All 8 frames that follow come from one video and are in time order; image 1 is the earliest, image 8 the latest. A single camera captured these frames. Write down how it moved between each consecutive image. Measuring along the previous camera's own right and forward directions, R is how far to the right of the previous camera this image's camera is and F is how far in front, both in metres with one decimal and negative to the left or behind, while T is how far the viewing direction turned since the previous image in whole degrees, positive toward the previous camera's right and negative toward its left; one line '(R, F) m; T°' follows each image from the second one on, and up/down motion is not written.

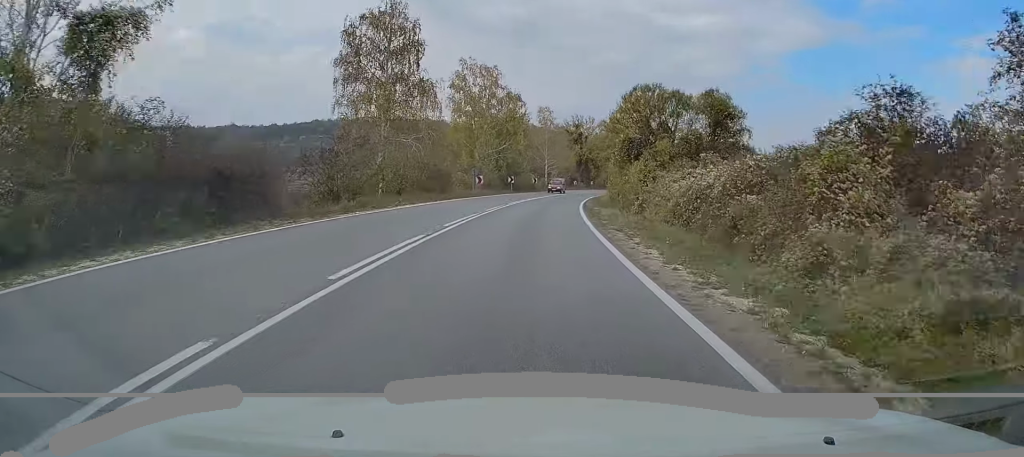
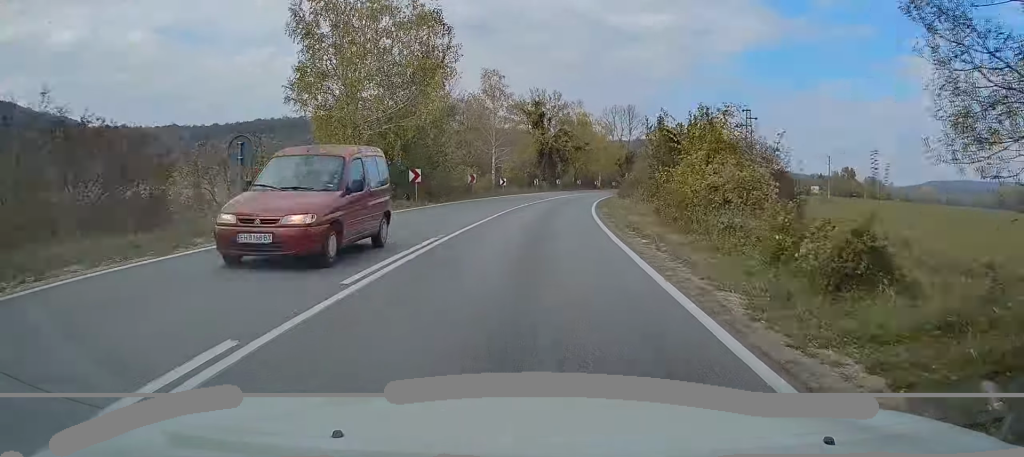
(+1.8, +35.9) m; +5°
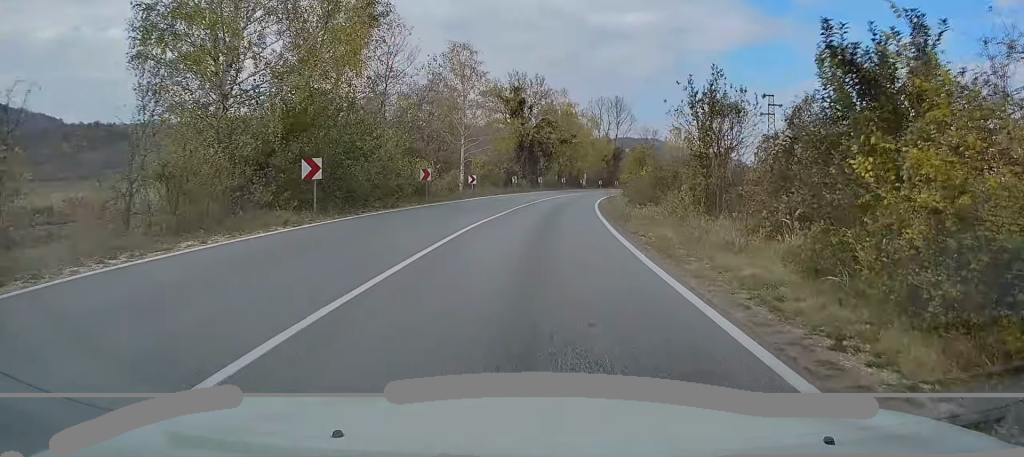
(+0.1, +13.1) m; +2°
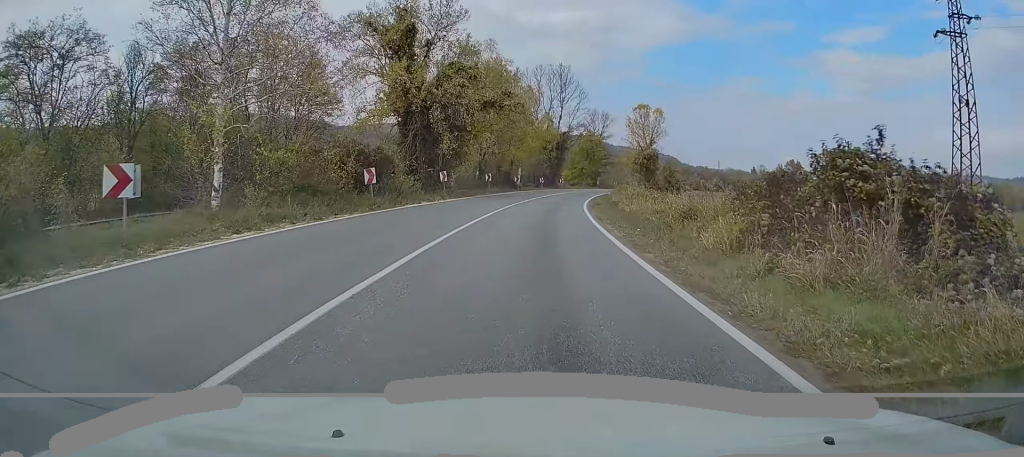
(+2.1, +37.5) m; +6°
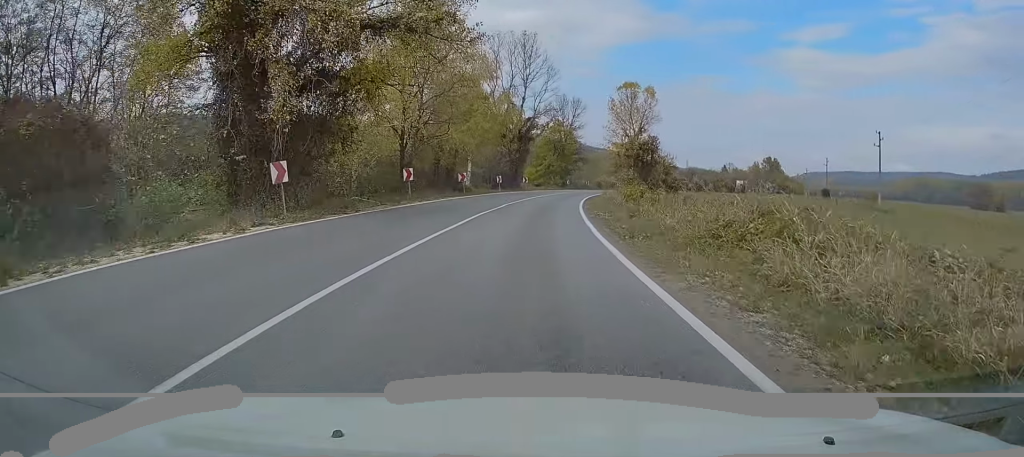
(+0.6, +22.9) m; +3°
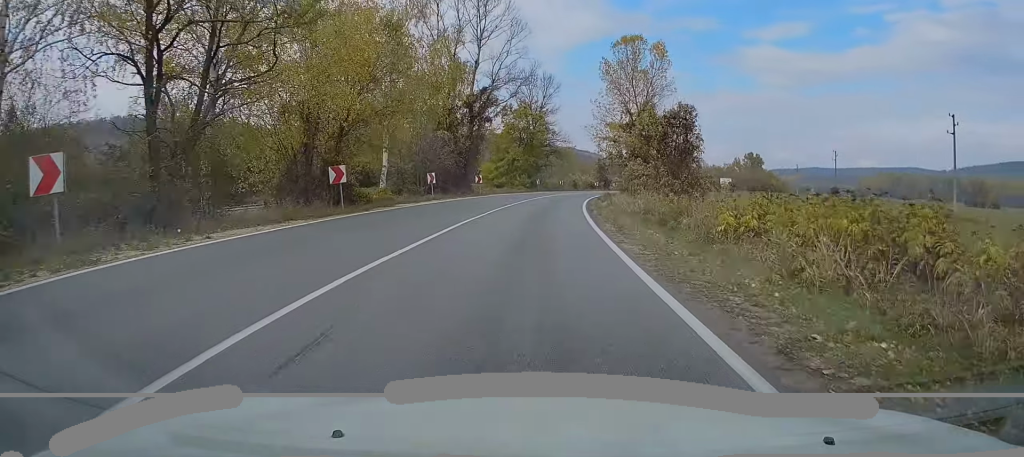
(+0.7, +25.1) m; +3°
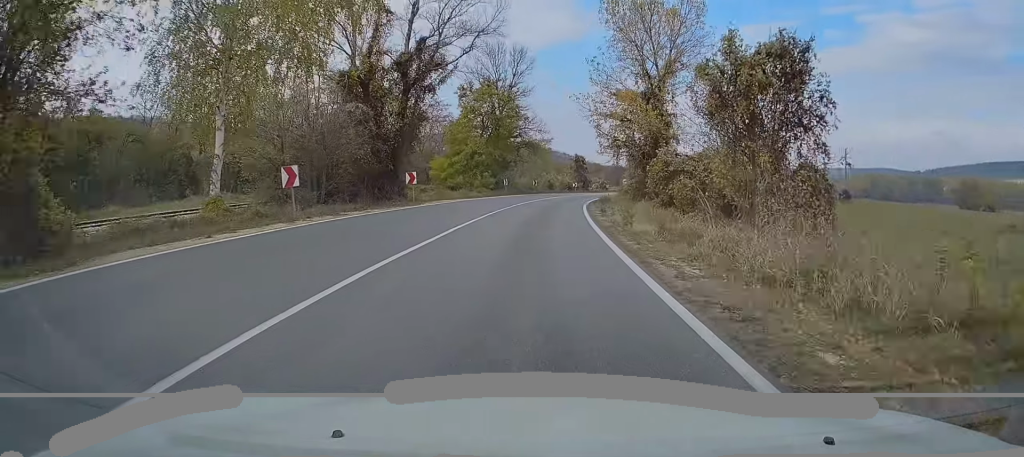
(+0.4, +19.2) m; +3°
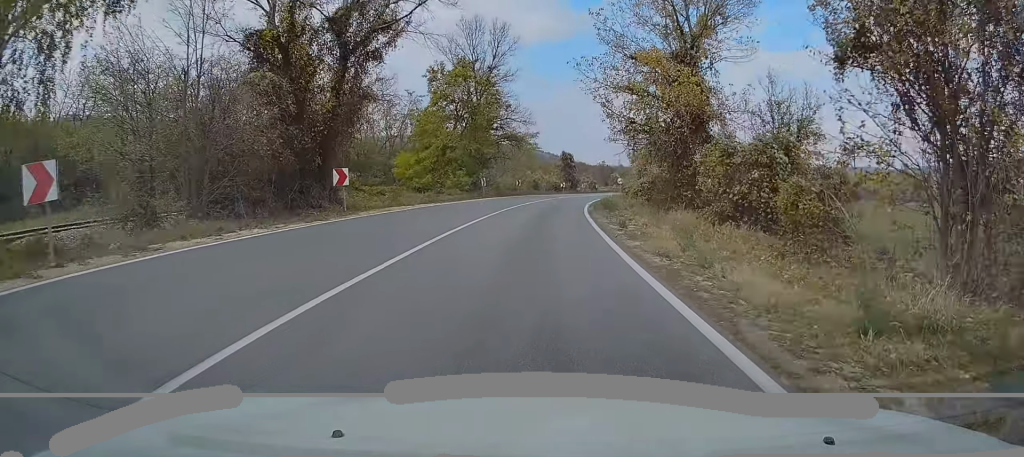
(0.0, +10.3) m; +1°
